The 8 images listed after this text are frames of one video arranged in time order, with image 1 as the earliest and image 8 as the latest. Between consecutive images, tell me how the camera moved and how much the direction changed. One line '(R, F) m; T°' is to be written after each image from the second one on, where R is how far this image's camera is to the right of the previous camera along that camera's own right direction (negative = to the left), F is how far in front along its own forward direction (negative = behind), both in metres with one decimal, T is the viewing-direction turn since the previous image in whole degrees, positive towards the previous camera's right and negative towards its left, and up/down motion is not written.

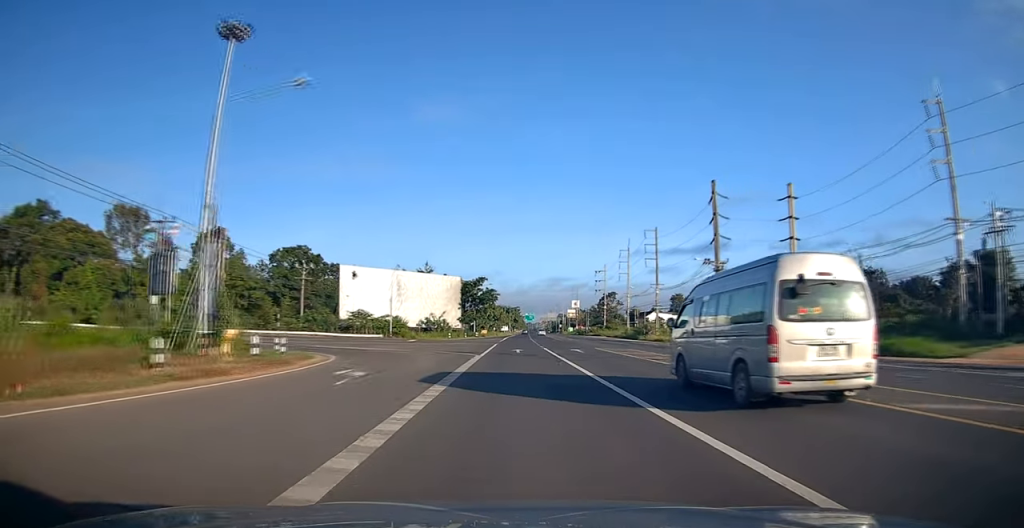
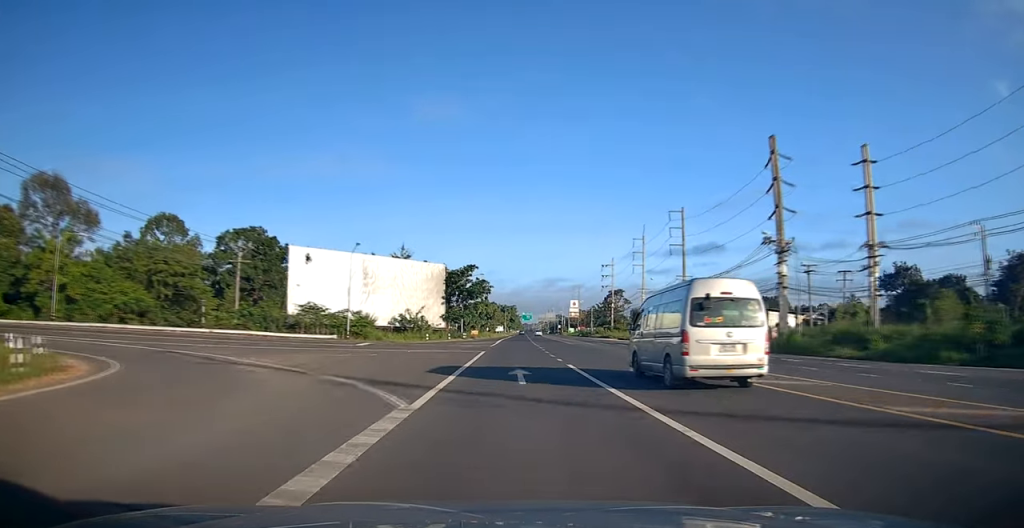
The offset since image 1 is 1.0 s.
(0.0, +18.4) m; 0°
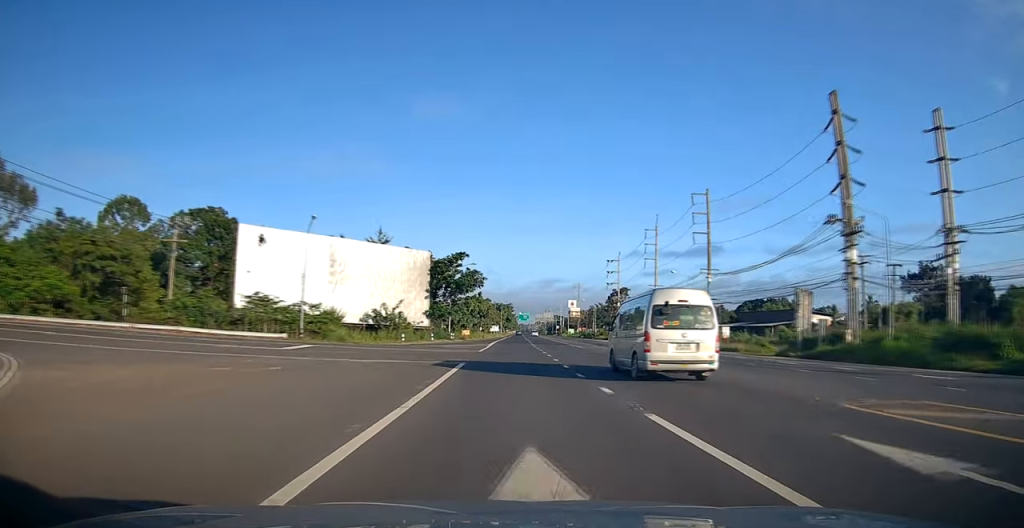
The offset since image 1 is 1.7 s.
(-0.1, +12.2) m; 0°
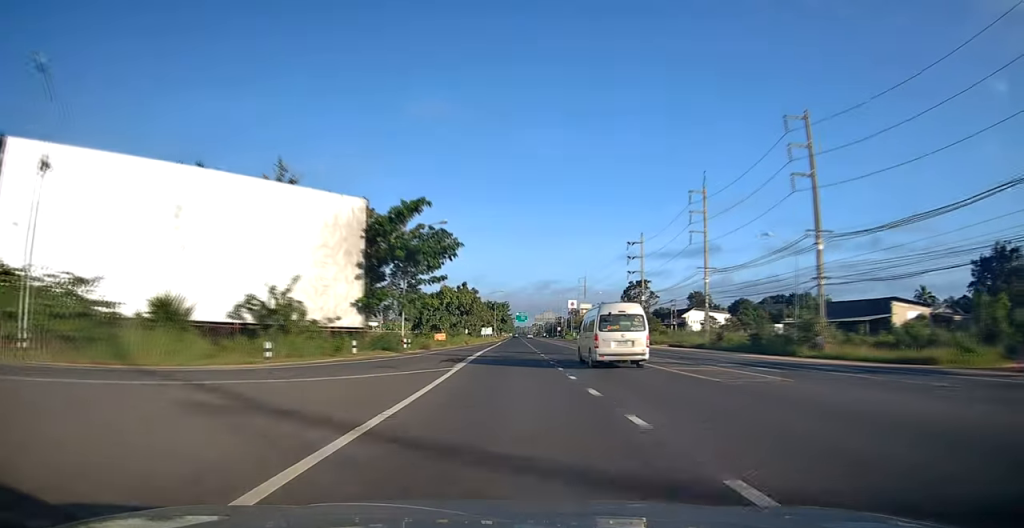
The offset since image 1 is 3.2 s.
(+1.0, +27.7) m; +3°
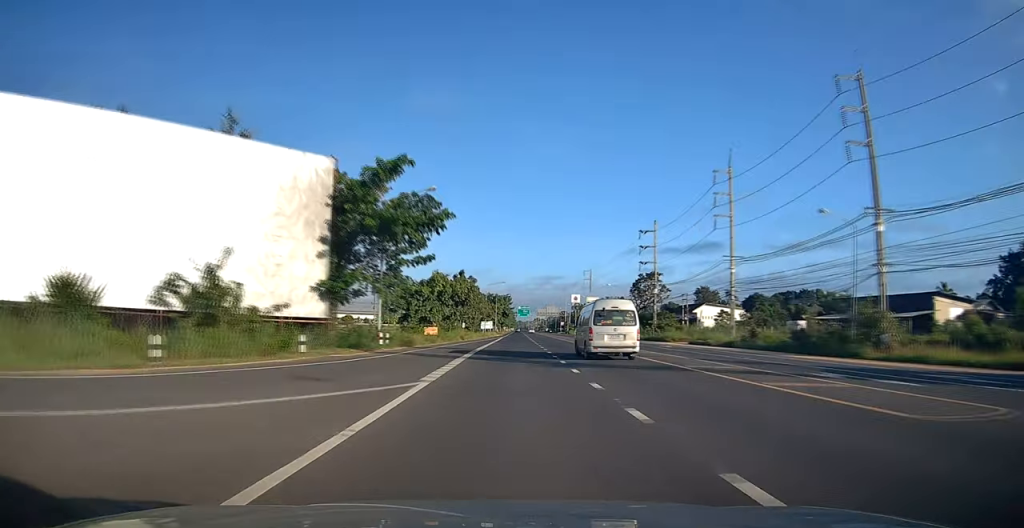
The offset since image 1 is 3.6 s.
(+0.3, +7.8) m; 0°
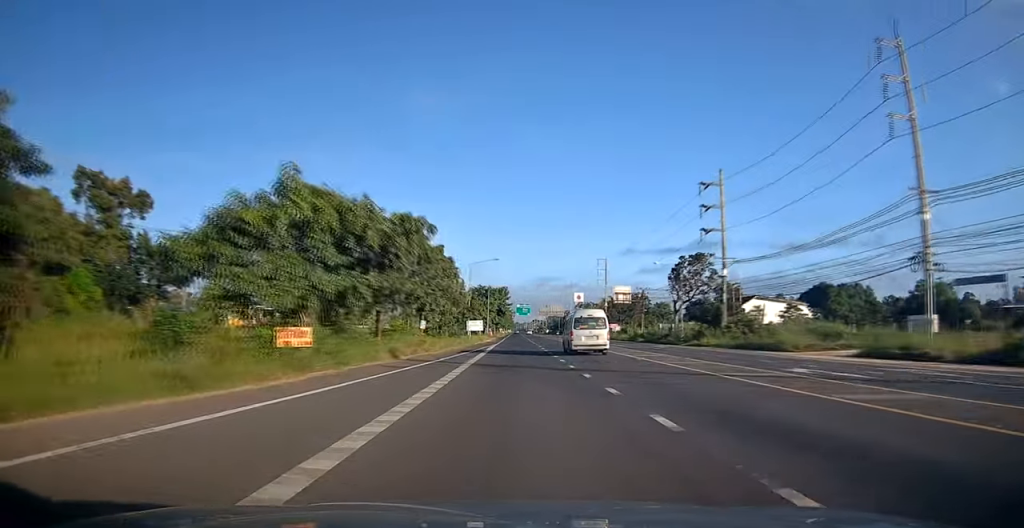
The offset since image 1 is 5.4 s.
(-1.3, +32.6) m; -2°
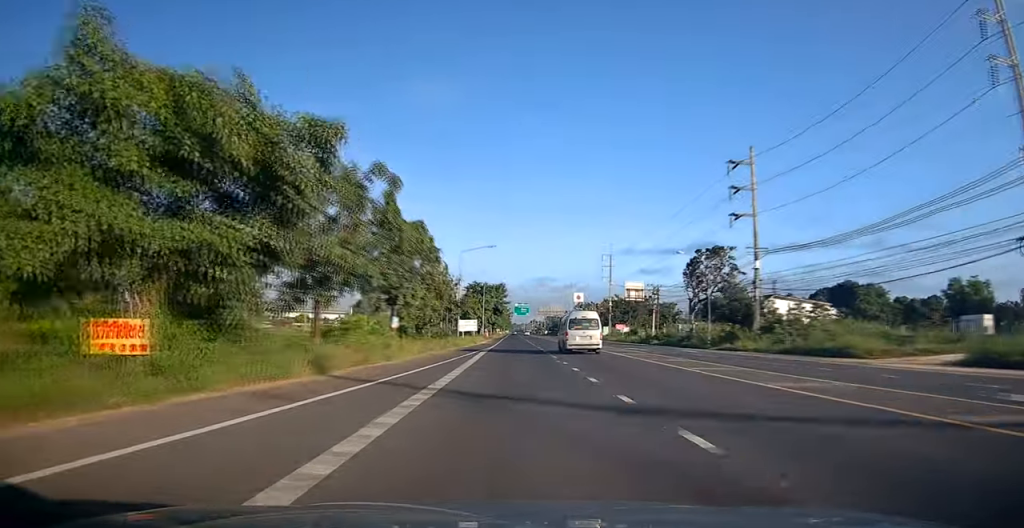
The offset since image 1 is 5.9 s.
(0.0, +9.3) m; +1°
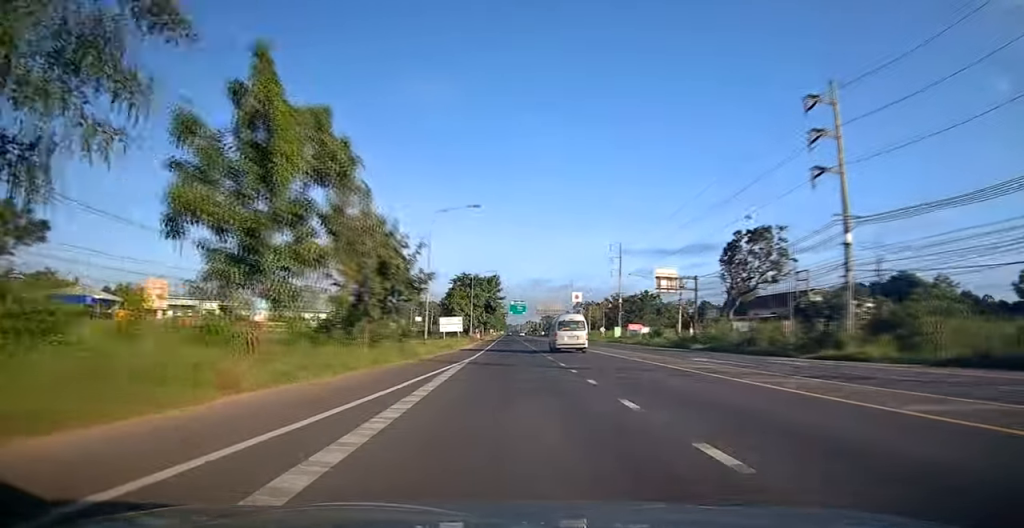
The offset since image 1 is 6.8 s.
(+0.1, +16.7) m; +2°
